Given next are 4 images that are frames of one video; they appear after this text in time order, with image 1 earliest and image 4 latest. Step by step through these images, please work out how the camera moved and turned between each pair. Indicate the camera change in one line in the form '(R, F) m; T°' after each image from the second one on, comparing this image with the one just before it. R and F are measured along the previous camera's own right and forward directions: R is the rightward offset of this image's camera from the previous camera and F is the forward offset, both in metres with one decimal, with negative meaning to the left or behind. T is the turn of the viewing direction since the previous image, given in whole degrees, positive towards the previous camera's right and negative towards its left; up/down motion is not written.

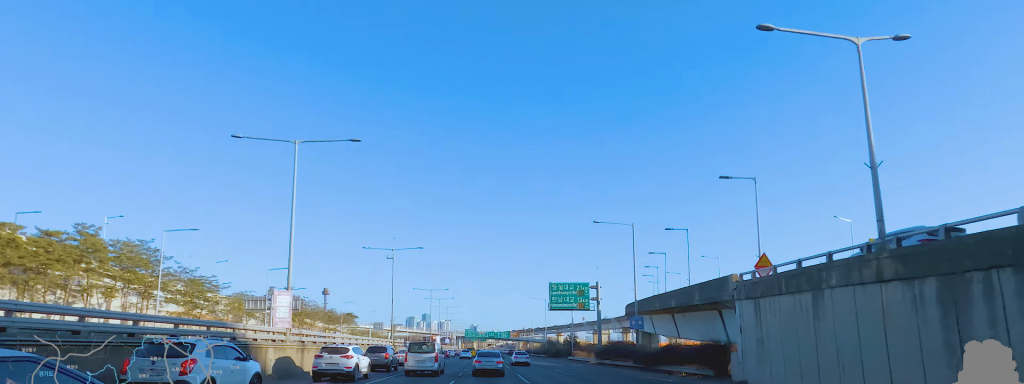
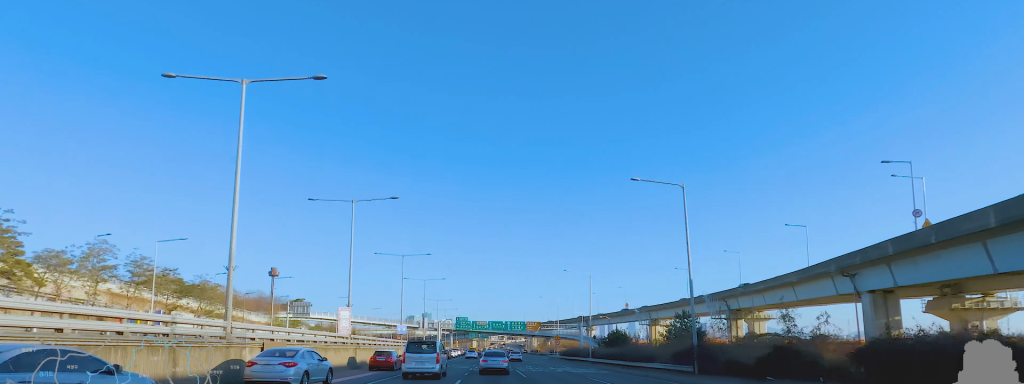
(+0.9, +75.4) m; +1°
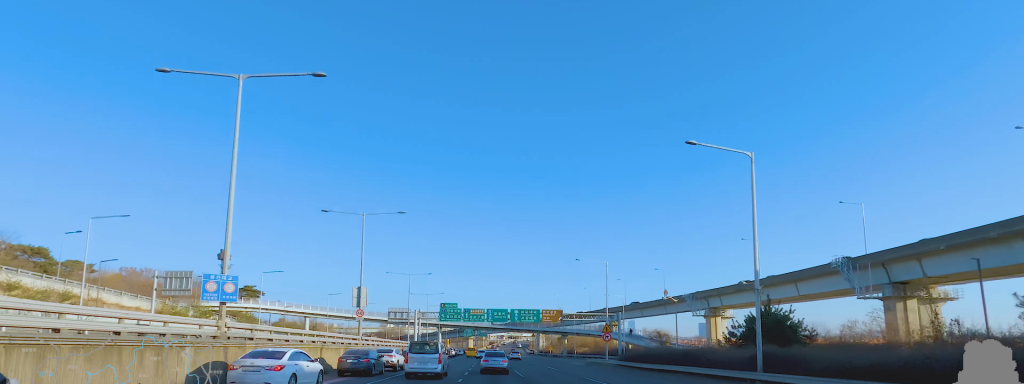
(-1.4, +41.2) m; -2°
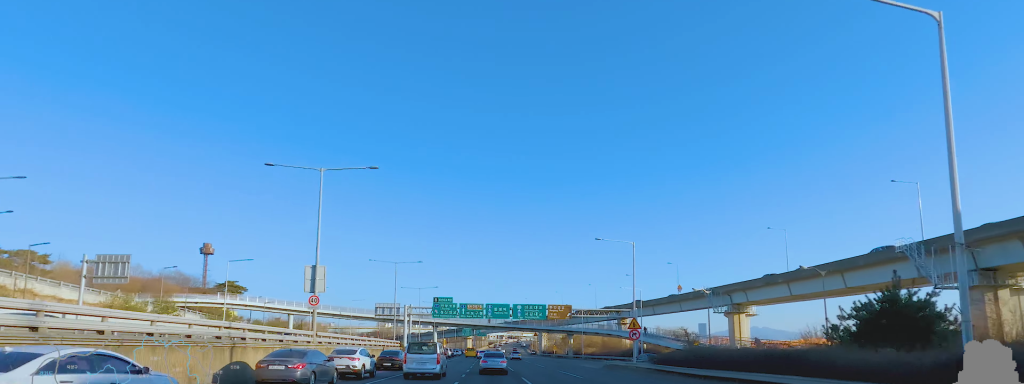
(+0.2, +10.9) m; +2°
